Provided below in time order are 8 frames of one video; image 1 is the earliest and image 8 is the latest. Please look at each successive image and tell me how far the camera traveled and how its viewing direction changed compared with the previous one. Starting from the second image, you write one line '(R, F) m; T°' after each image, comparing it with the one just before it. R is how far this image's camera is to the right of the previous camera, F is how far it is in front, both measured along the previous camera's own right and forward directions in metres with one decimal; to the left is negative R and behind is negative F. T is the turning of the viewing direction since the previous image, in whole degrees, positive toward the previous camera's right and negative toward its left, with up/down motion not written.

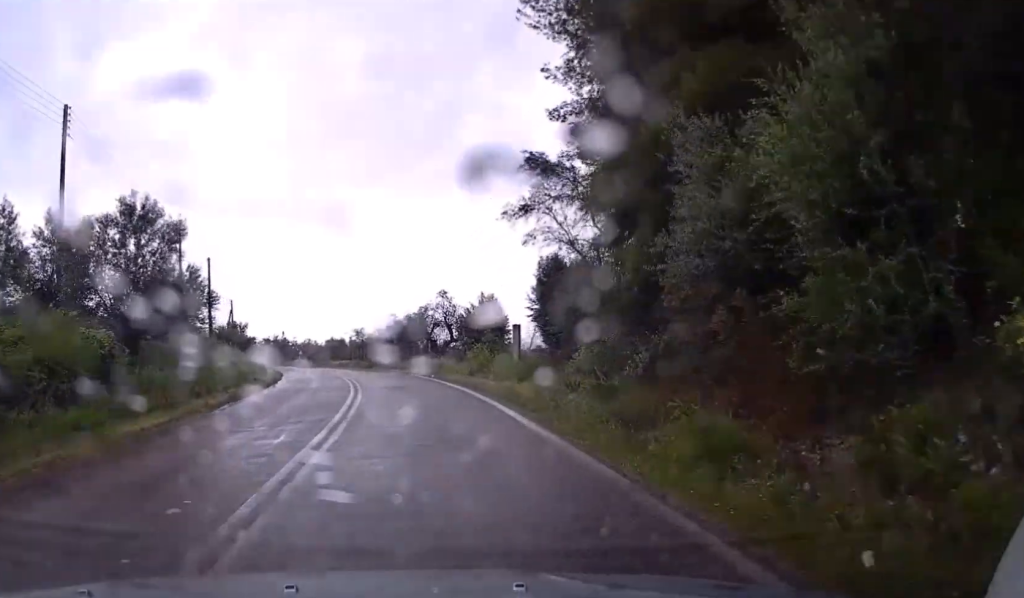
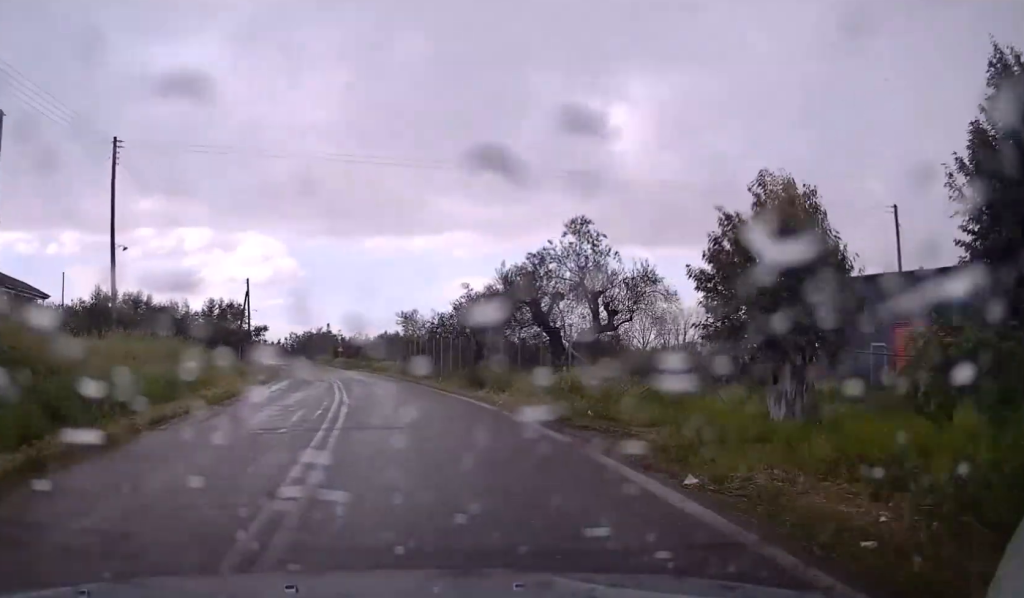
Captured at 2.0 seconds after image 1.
(-0.9, +28.0) m; -4°
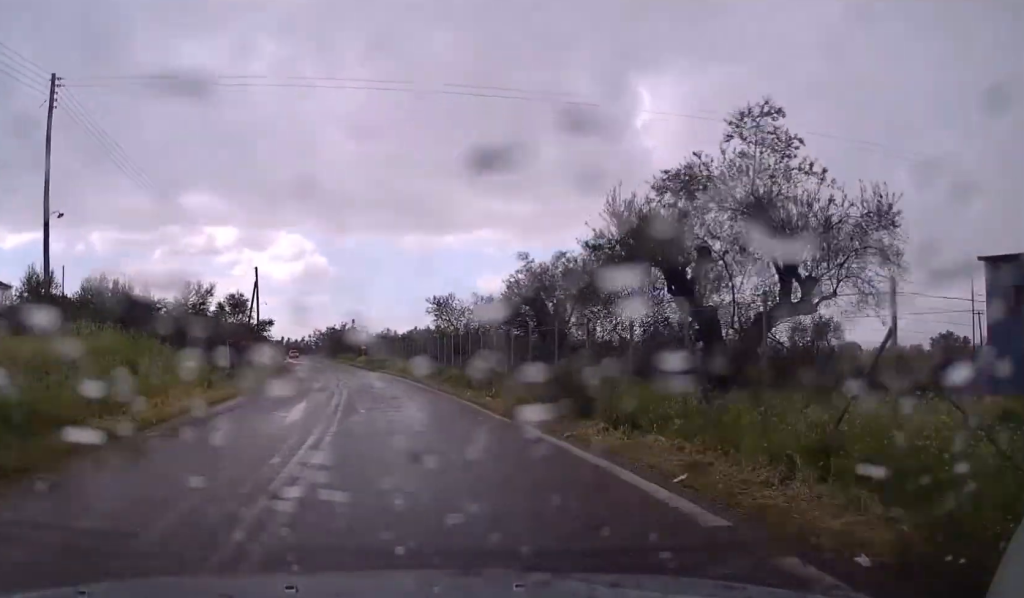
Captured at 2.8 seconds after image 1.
(-0.1, +11.2) m; -2°
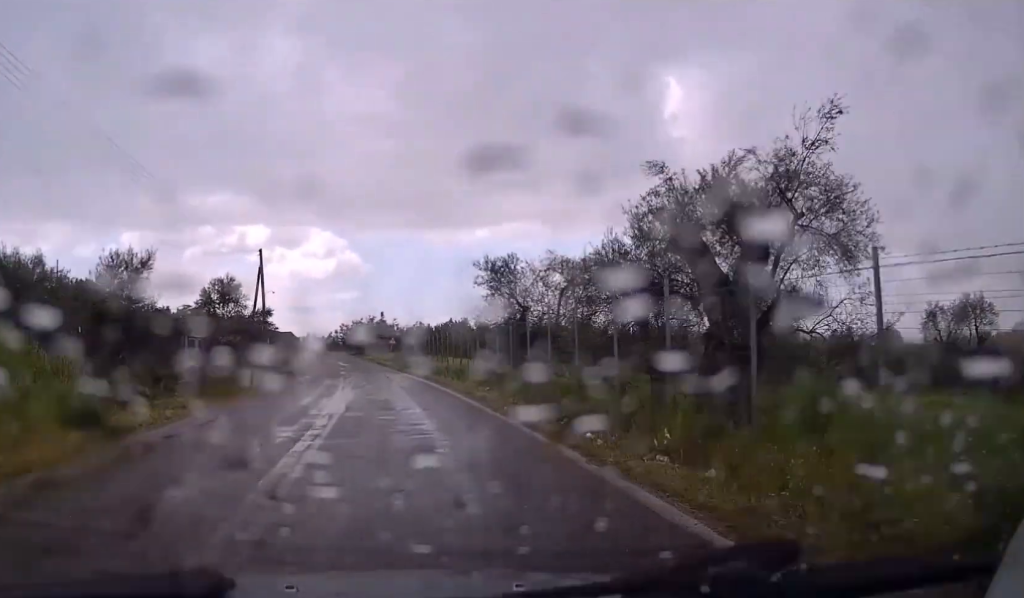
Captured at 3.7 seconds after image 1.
(-0.4, +12.7) m; -2°
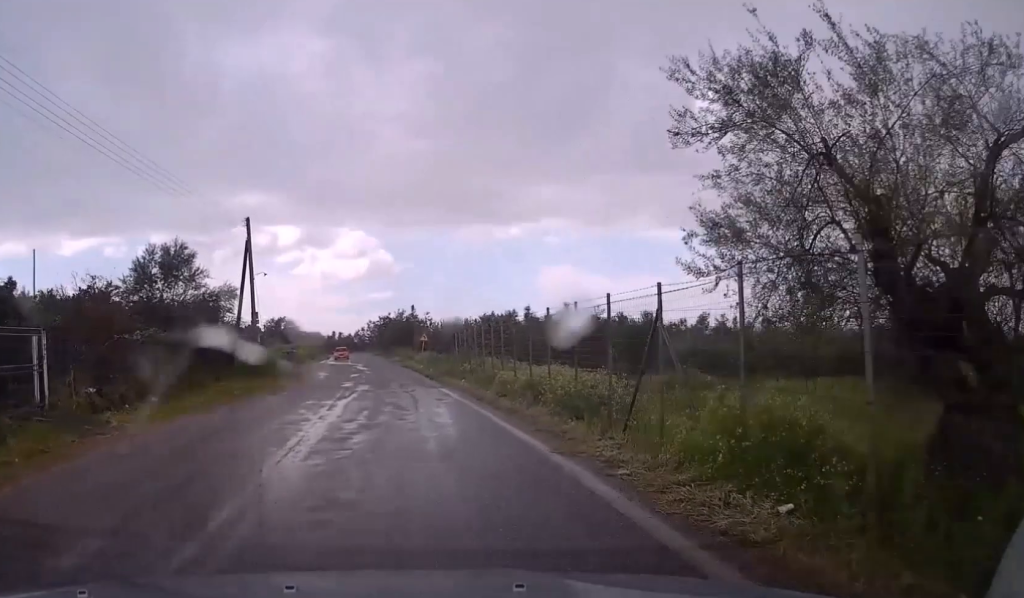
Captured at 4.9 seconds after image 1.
(-0.3, +16.0) m; -3°
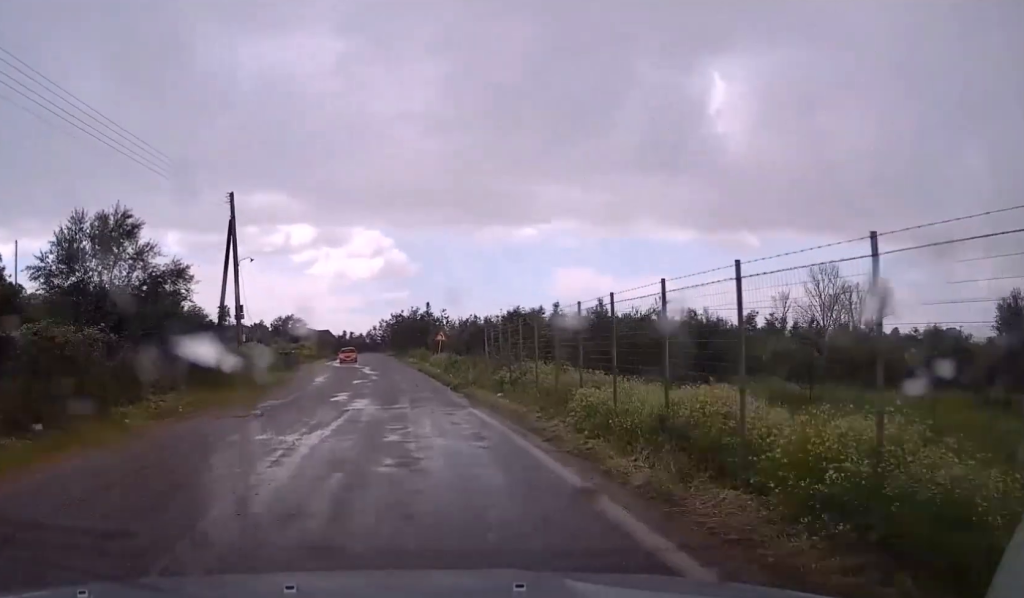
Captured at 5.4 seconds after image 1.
(-0.2, +8.0) m; -1°
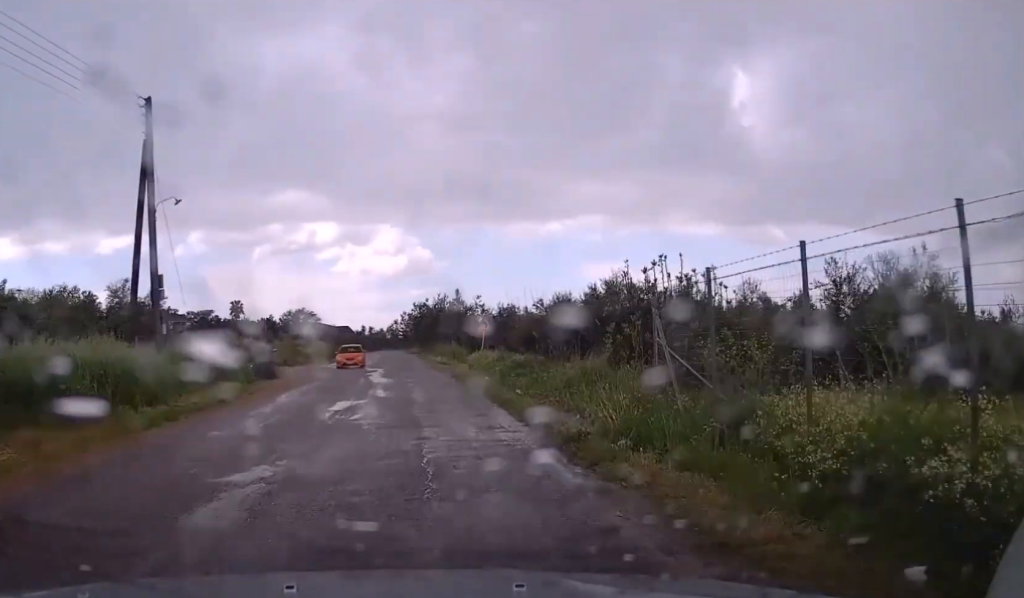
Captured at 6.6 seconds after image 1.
(-0.4, +16.2) m; -2°
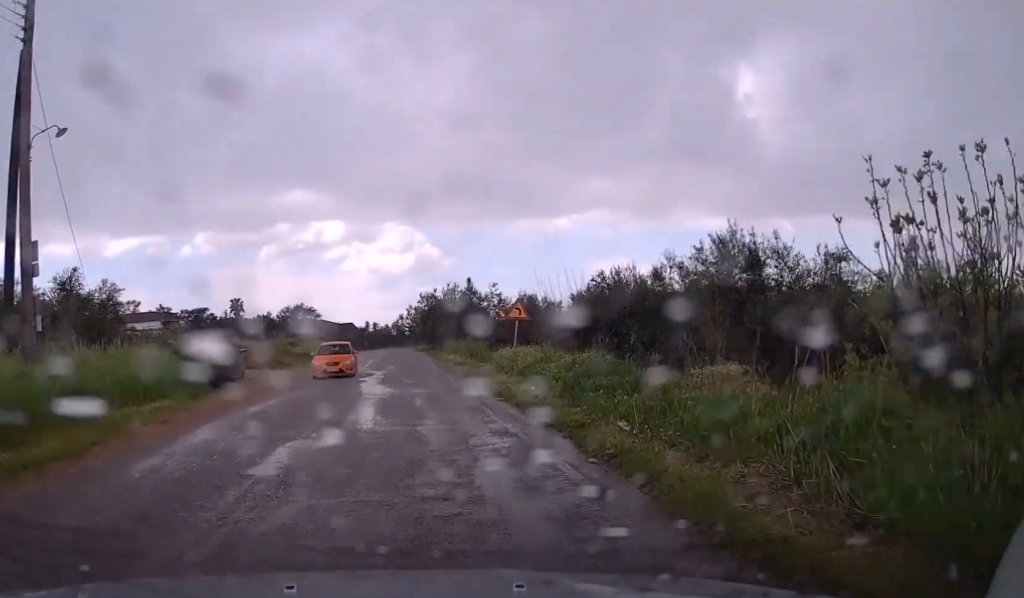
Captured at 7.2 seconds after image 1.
(-0.1, +9.1) m; -1°
